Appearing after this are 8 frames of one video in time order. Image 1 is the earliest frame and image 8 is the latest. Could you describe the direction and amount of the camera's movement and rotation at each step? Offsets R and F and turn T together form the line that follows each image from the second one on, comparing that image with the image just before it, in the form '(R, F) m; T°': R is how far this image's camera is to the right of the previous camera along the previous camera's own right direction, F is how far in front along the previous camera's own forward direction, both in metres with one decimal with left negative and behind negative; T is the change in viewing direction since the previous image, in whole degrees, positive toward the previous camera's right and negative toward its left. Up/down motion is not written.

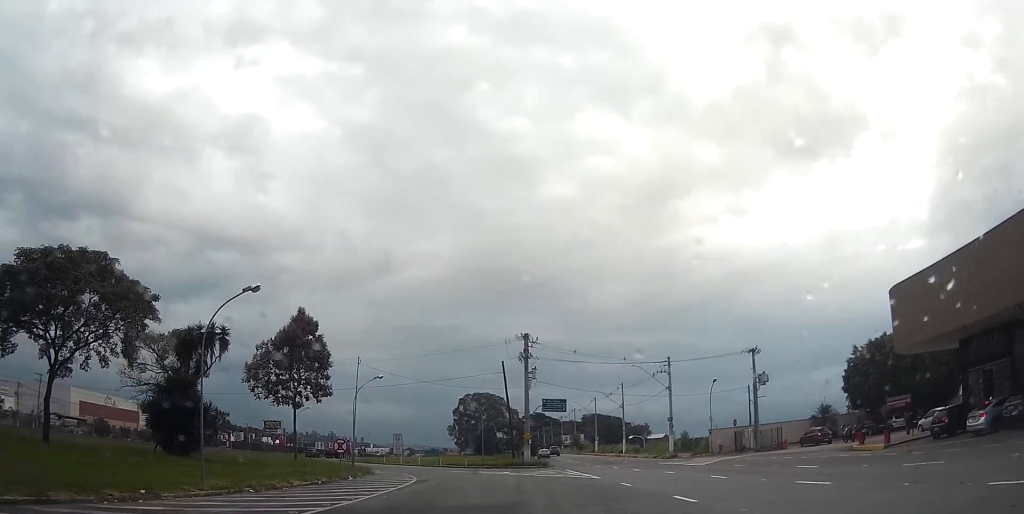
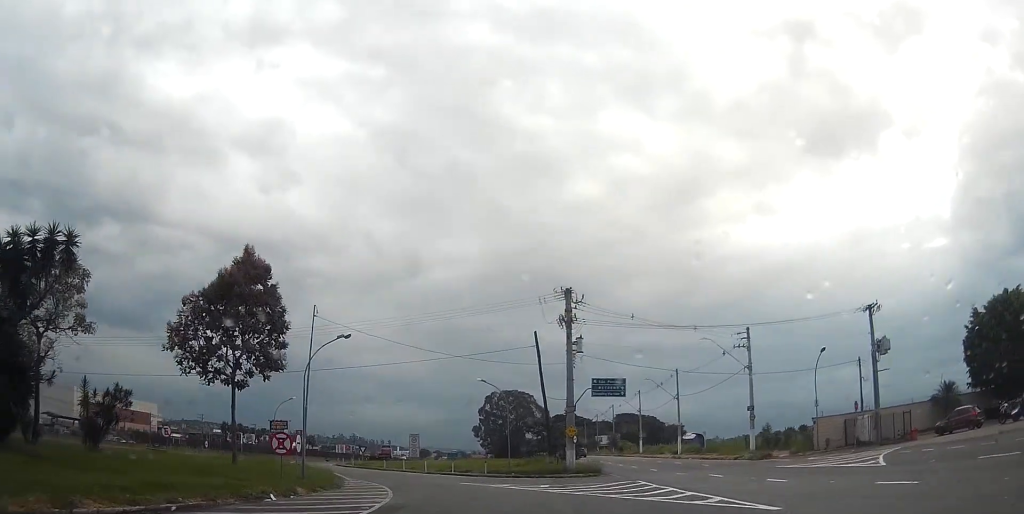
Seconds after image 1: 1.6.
(-0.9, +17.7) m; -9°
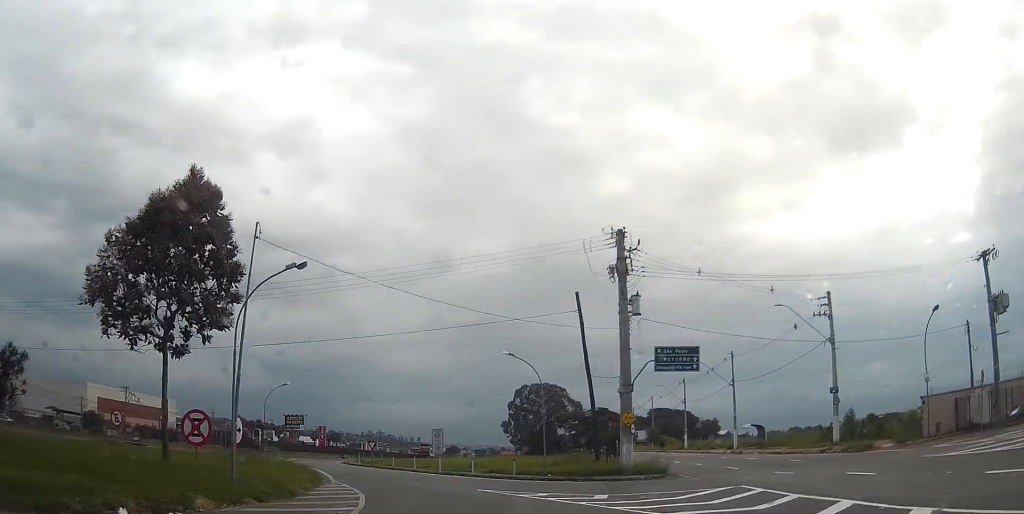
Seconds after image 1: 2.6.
(-0.9, +11.2) m; -10°
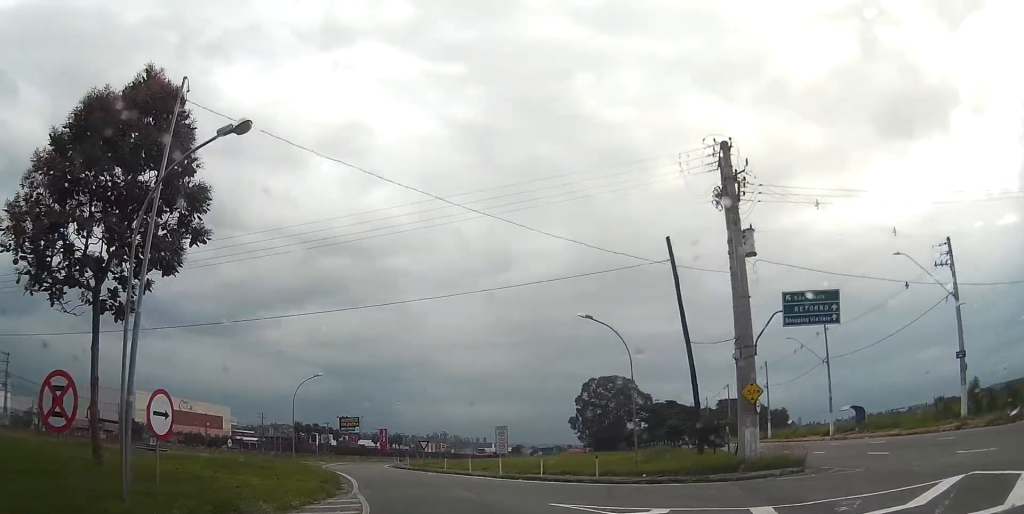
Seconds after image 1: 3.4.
(-0.8, +9.5) m; -6°
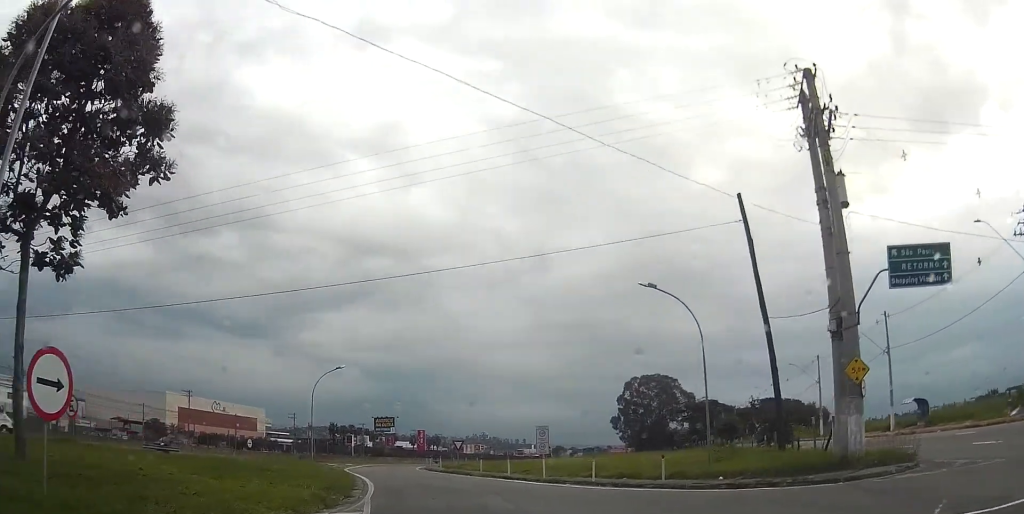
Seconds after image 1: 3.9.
(0.0, +5.3) m; -2°
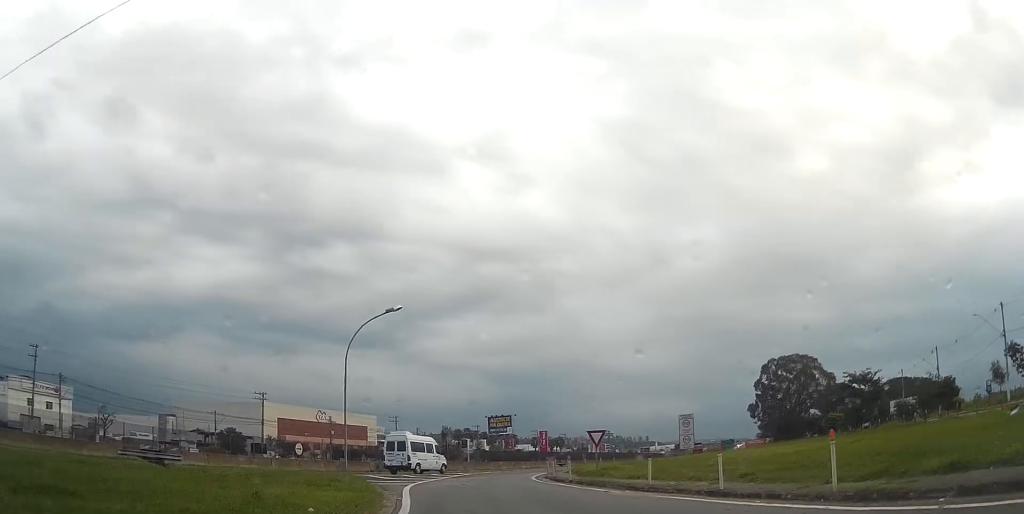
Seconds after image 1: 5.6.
(-1.5, +19.6) m; -7°
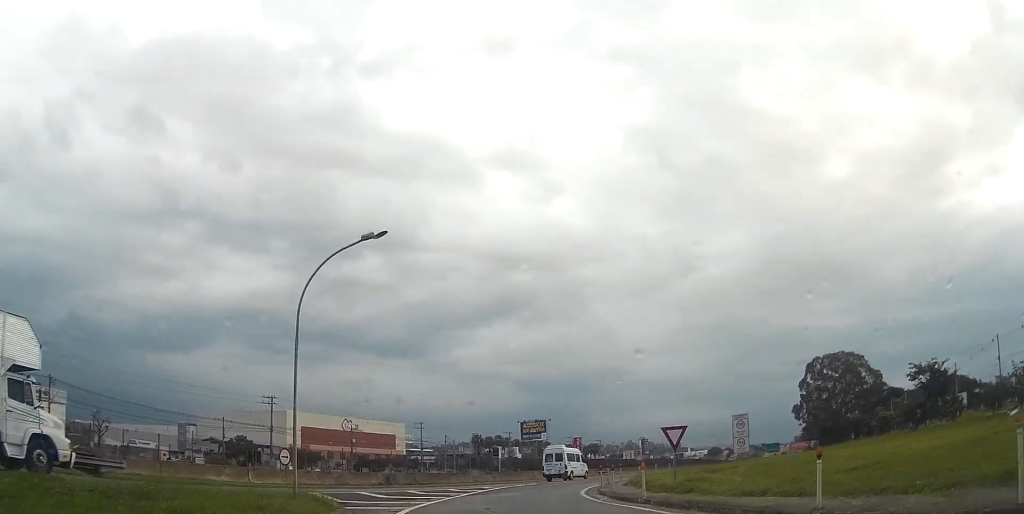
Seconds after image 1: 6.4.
(-0.1, +9.9) m; 0°
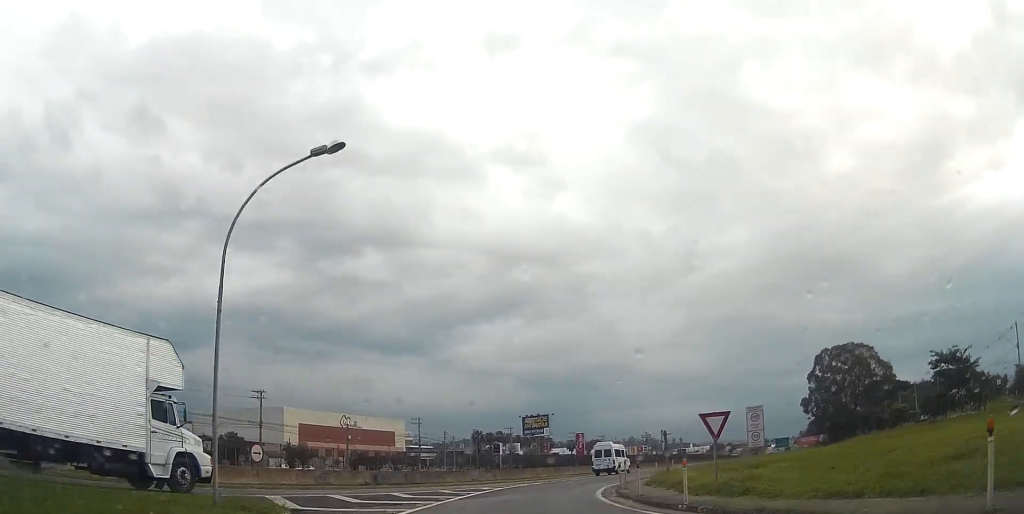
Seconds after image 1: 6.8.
(0.0, +4.7) m; +1°
